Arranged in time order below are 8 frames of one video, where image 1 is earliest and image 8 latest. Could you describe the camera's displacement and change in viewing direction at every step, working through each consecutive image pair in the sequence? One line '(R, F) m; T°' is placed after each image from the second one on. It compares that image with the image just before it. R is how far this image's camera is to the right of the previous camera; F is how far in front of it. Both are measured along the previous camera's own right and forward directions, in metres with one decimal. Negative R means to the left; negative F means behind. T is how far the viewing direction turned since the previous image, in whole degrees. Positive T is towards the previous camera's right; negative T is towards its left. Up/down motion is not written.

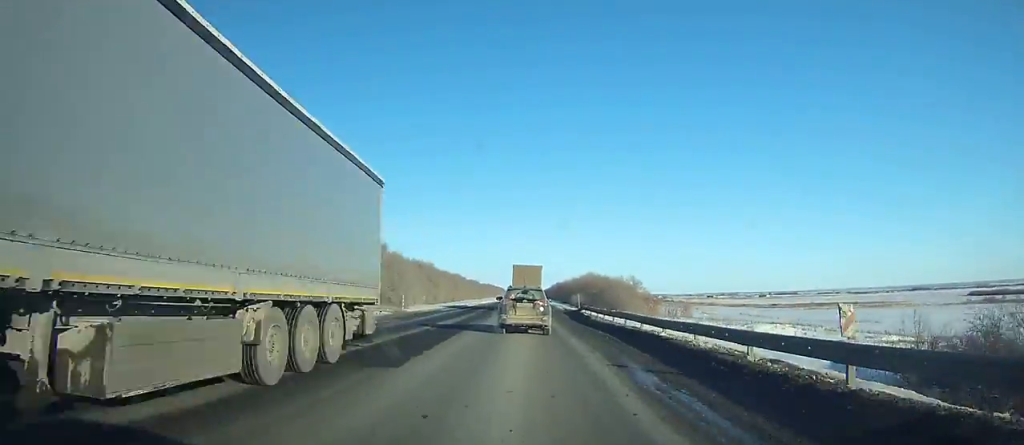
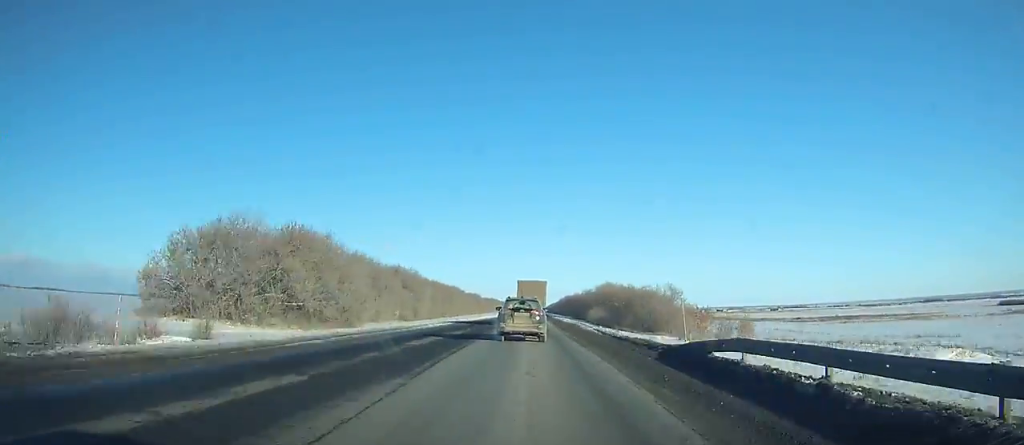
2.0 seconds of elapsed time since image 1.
(-0.3, +35.3) m; 0°
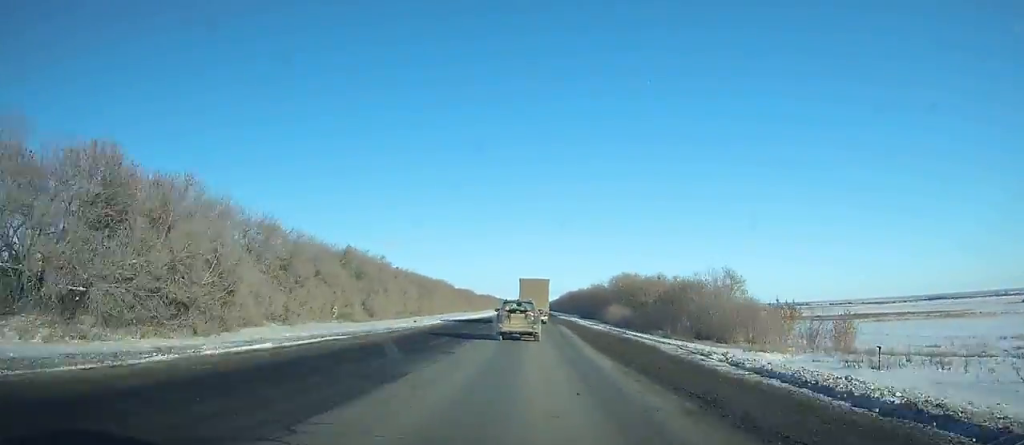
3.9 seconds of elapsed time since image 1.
(-0.2, +33.7) m; 0°
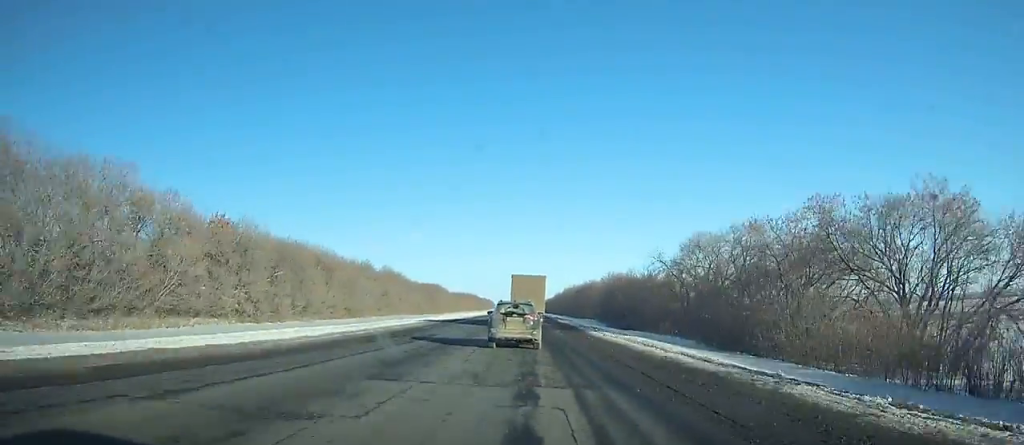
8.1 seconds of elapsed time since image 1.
(+0.6, +74.8) m; +1°
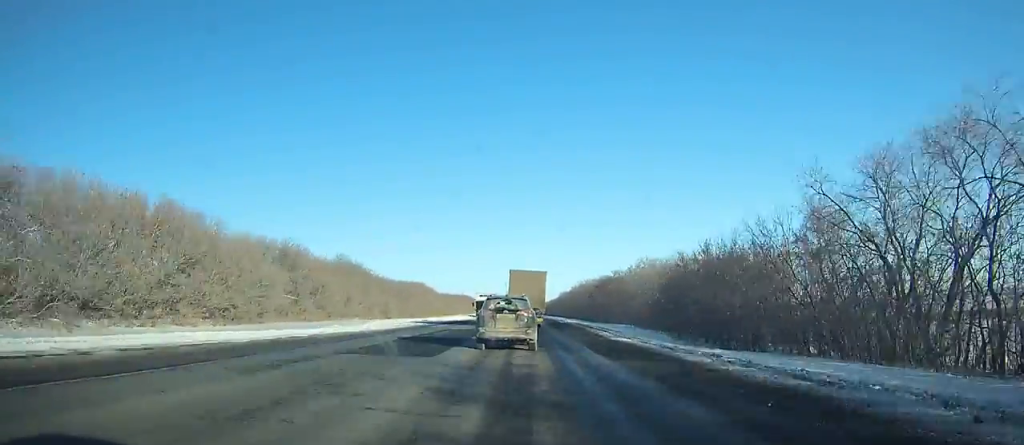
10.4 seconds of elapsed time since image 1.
(+0.1, +40.6) m; 0°
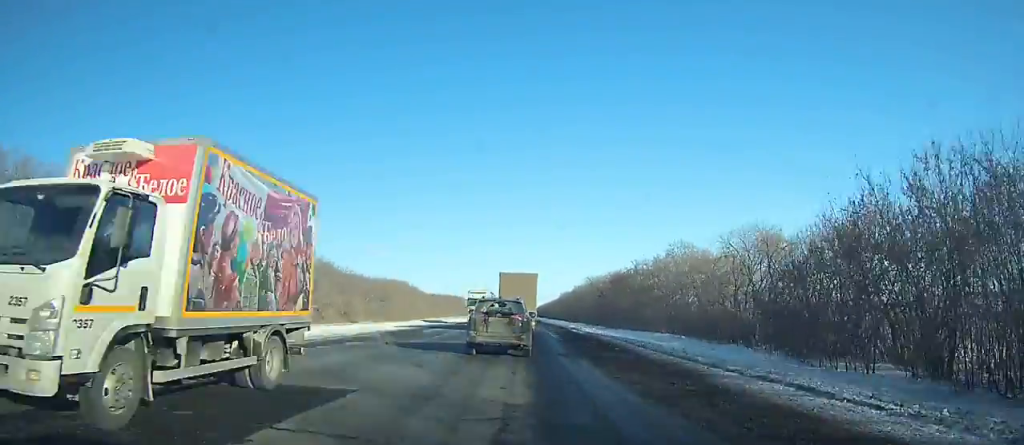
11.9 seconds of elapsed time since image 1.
(-0.1, +26.1) m; 0°
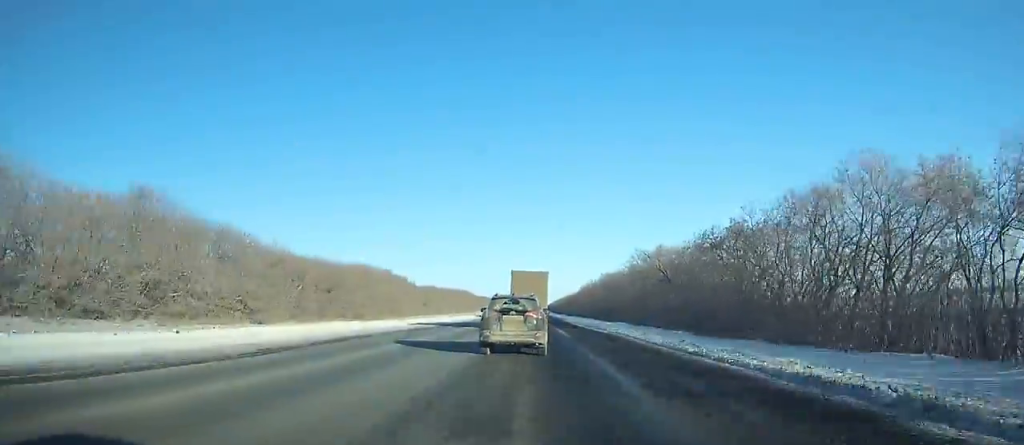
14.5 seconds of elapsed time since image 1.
(0.0, +44.4) m; 0°
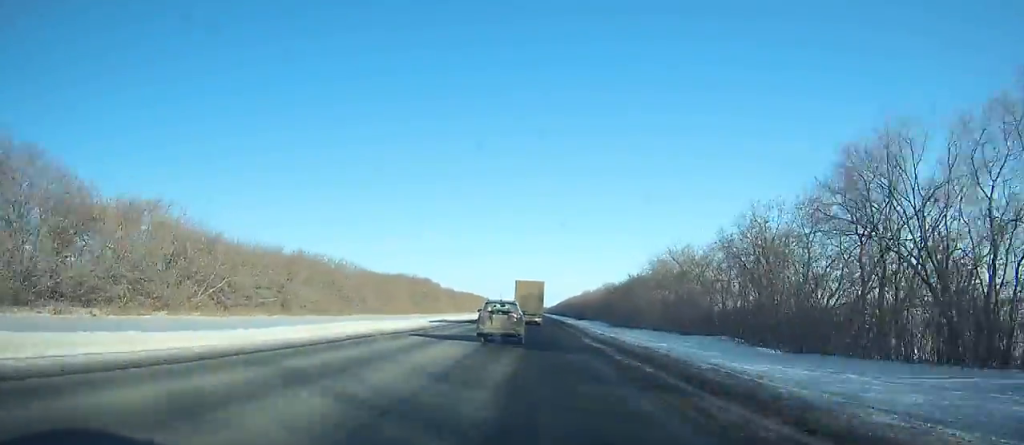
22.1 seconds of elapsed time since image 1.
(-0.4, +129.8) m; -1°
